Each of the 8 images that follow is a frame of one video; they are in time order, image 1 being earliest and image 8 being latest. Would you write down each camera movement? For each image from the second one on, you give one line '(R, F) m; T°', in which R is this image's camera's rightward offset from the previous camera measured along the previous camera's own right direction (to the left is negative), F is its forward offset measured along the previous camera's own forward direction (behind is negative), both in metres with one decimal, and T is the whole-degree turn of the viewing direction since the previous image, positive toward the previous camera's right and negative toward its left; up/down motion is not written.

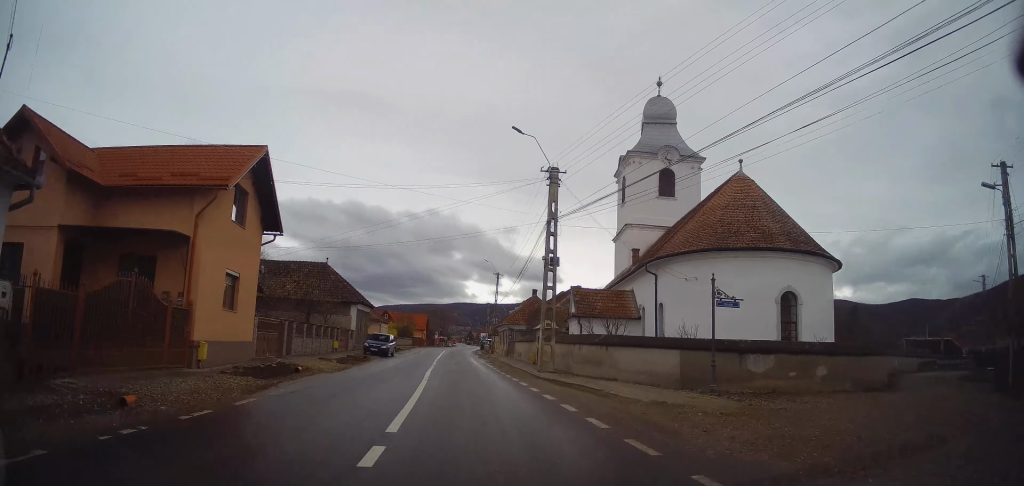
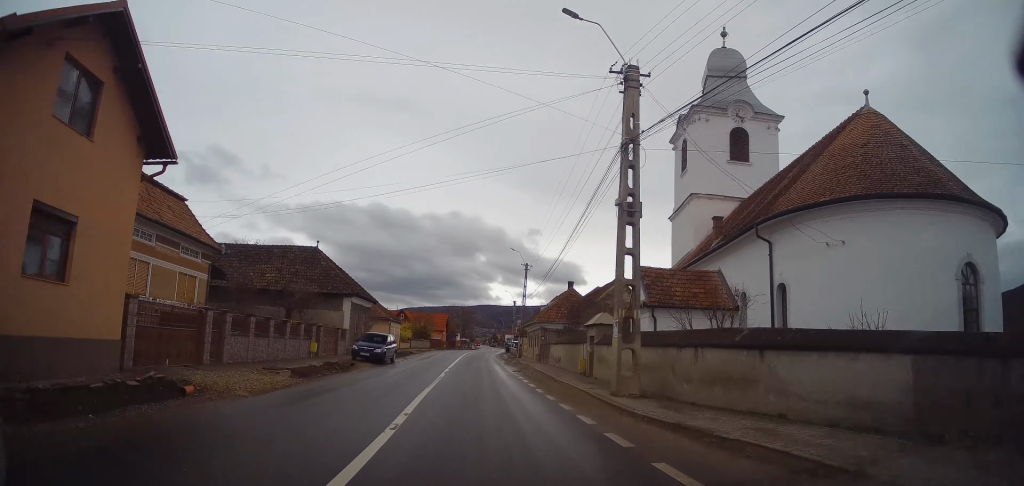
(-0.5, +9.3) m; -3°
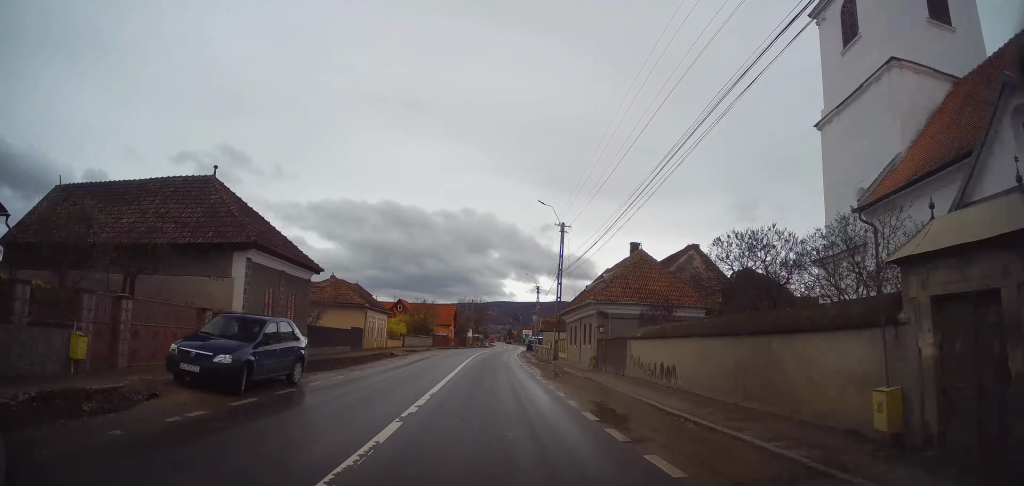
(-0.6, +17.2) m; -3°
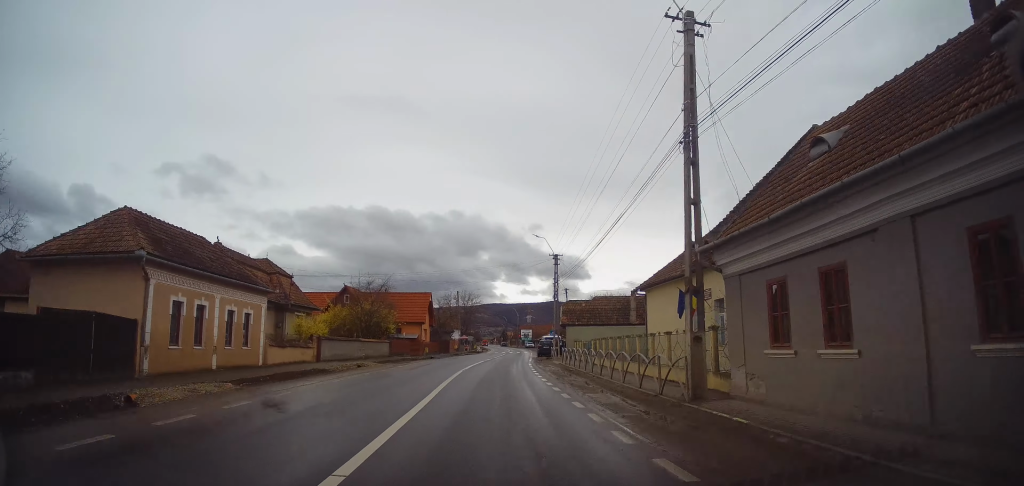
(0.0, +26.0) m; +2°
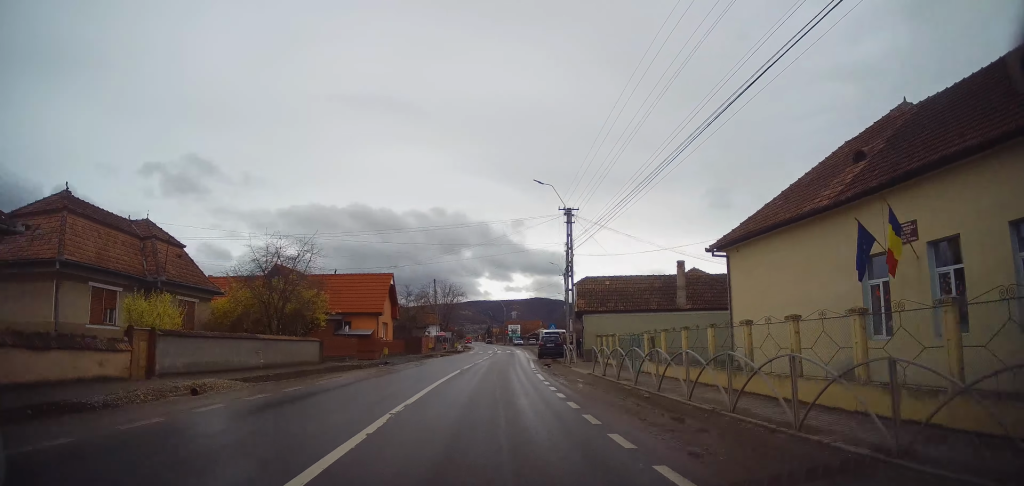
(+0.6, +14.2) m; +2°
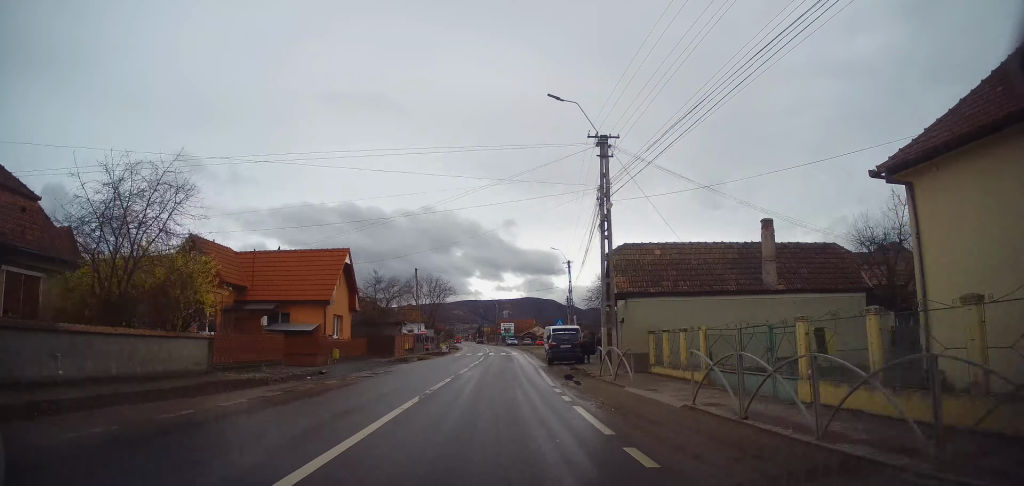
(-0.1, +10.9) m; -1°
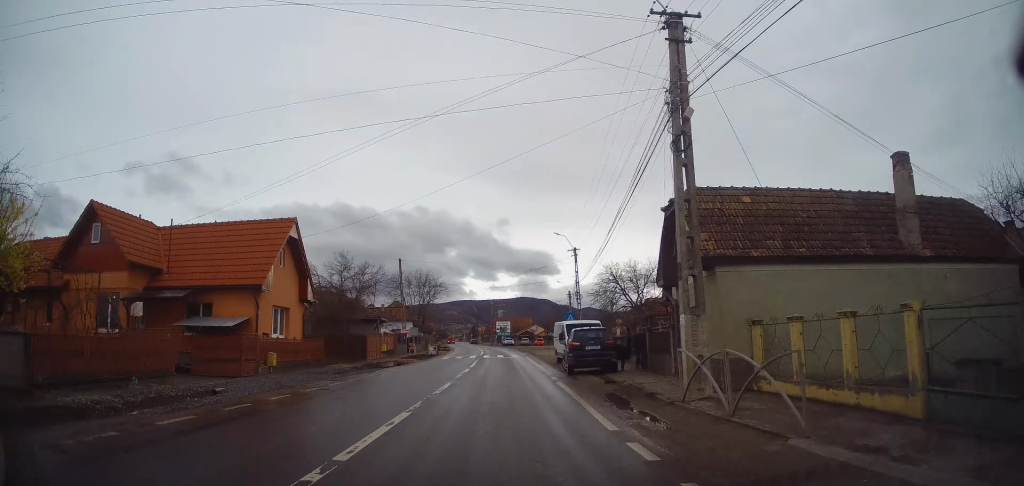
(0.0, +8.1) m; 0°
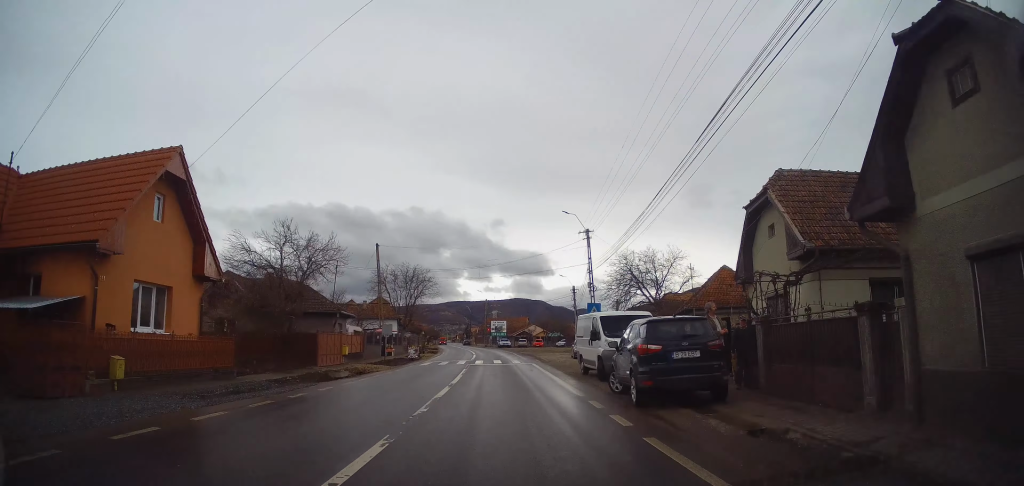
(-0.1, +9.3) m; +1°
